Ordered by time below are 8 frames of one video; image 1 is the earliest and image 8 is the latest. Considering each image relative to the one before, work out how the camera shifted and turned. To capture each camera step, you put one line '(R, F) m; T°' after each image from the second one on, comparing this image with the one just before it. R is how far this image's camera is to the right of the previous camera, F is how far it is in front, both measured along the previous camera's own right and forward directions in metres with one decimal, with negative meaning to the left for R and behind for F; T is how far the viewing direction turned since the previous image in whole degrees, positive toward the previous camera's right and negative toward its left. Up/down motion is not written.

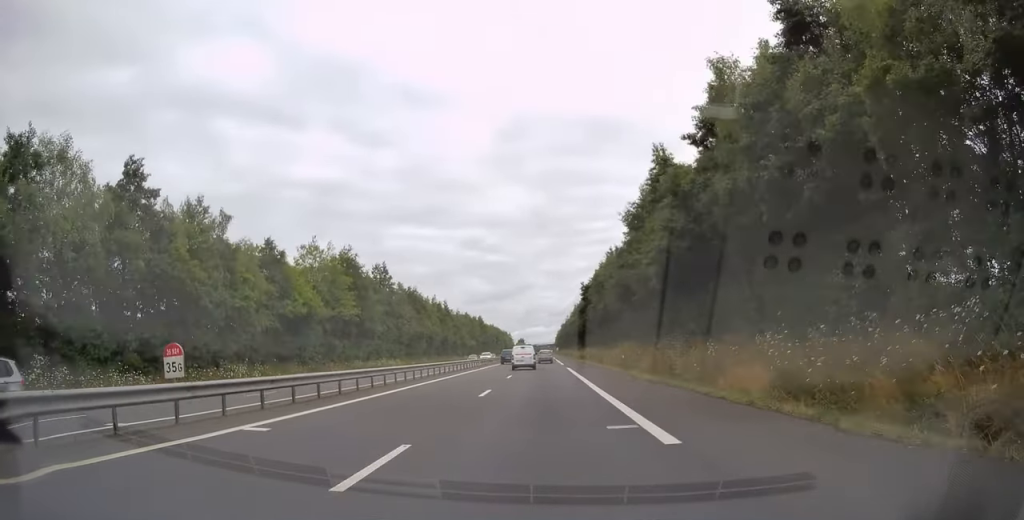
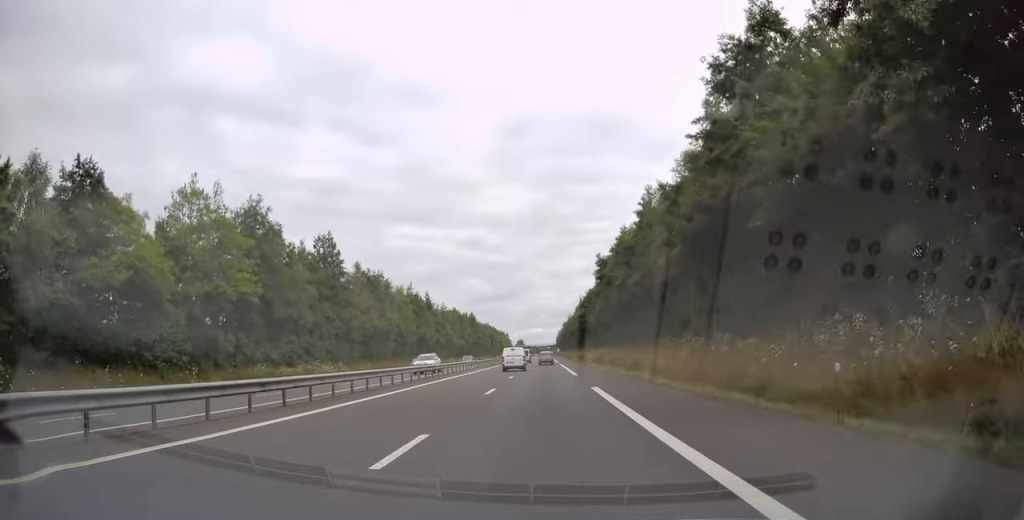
(0.0, +24.8) m; 0°
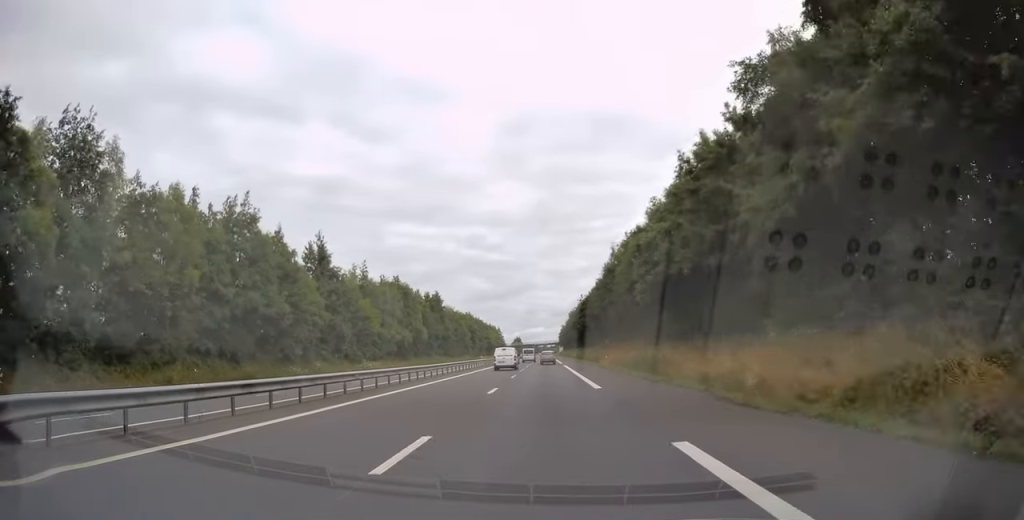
(0.0, +64.9) m; 0°
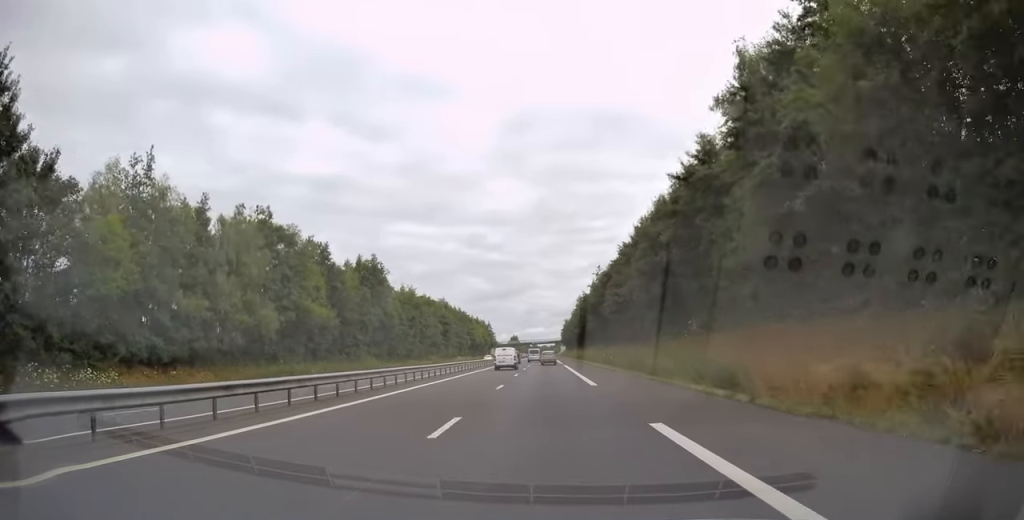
(0.0, +49.1) m; 0°
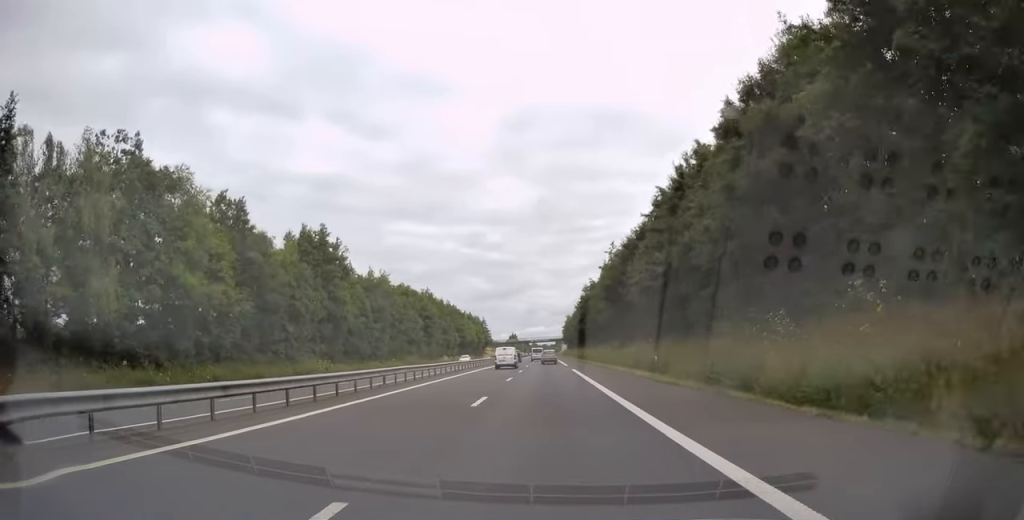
(0.0, +20.1) m; 0°
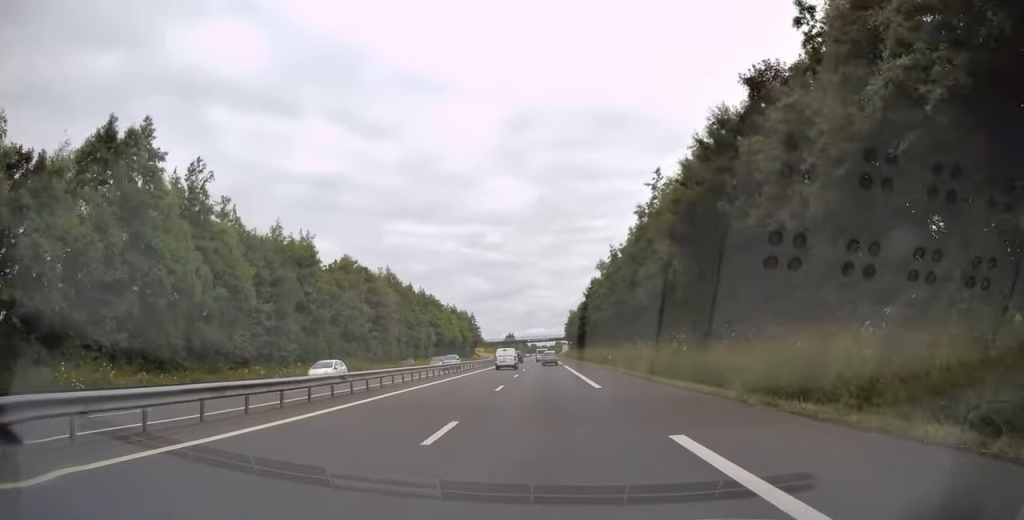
(0.0, +32.5) m; 0°
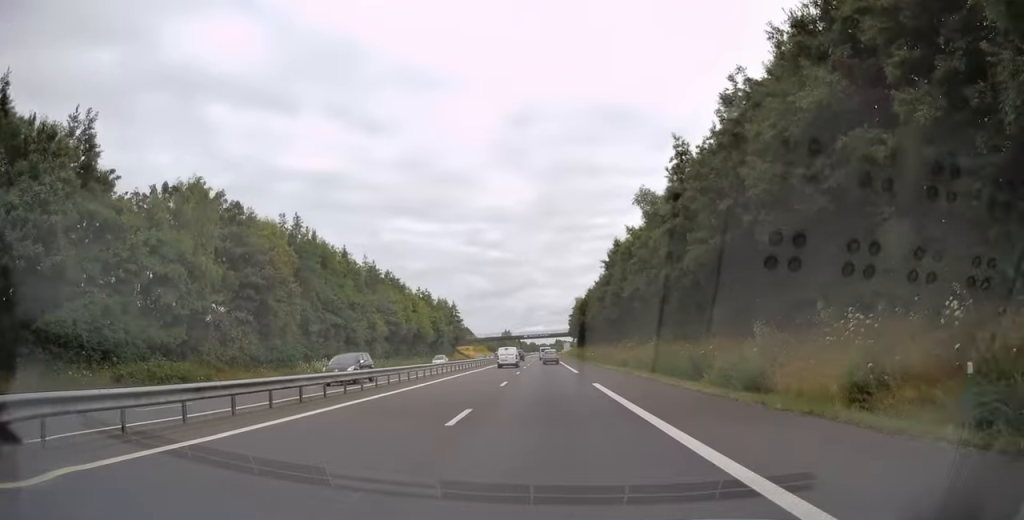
(0.0, +36.6) m; 0°
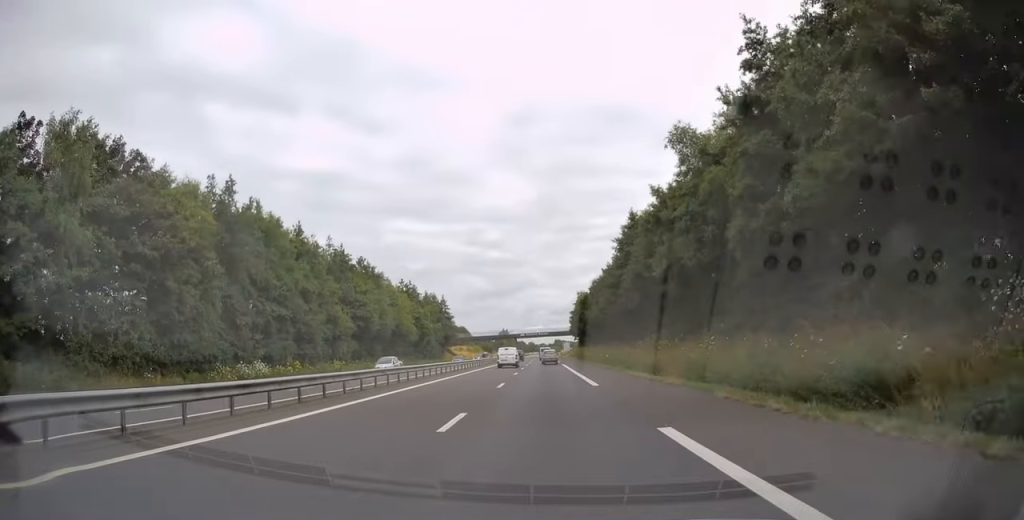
(0.0, +13.9) m; 0°
